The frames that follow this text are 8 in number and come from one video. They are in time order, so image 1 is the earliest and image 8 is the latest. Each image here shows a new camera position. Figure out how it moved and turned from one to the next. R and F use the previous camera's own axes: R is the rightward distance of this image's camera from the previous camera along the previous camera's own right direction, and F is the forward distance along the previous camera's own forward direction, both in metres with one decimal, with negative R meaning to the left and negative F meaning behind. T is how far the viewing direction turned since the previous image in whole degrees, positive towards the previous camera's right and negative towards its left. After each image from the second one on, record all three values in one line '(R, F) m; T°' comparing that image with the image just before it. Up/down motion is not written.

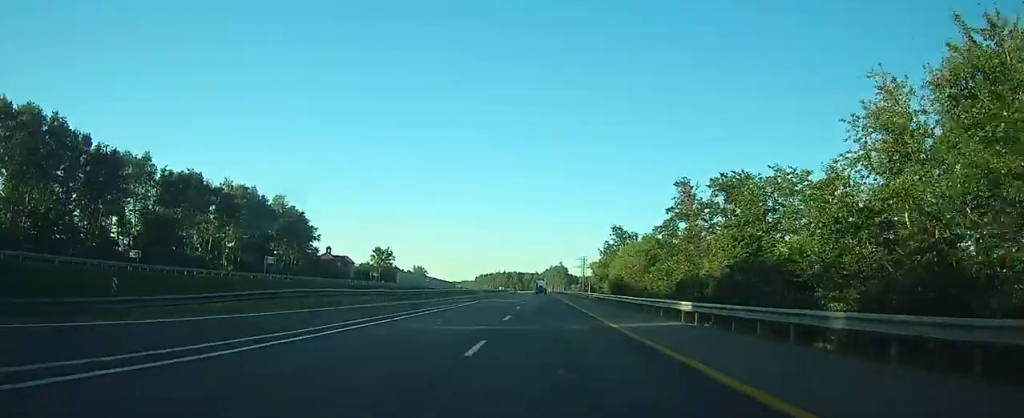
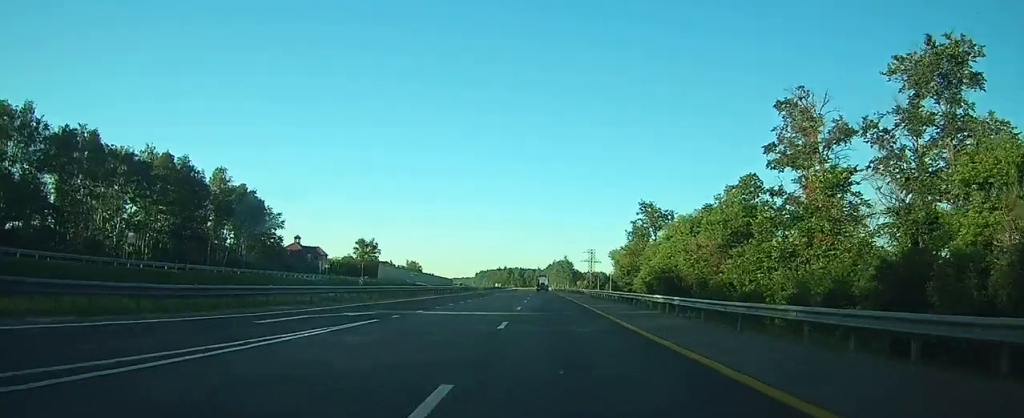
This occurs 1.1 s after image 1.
(-0.2, +30.6) m; -1°
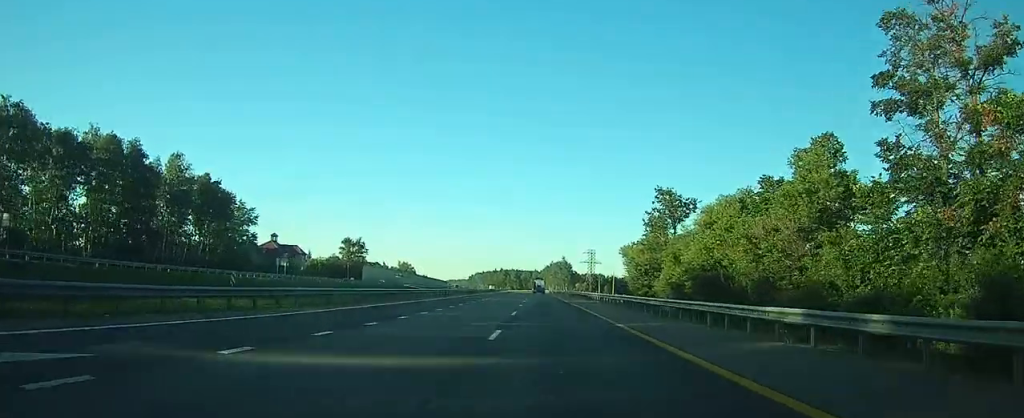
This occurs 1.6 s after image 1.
(0.0, +14.9) m; 0°
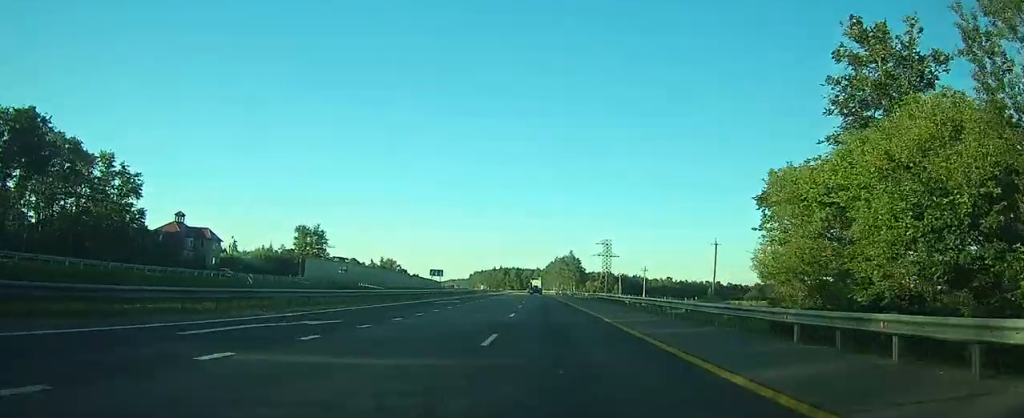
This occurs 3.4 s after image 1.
(+0.1, +49.4) m; 0°
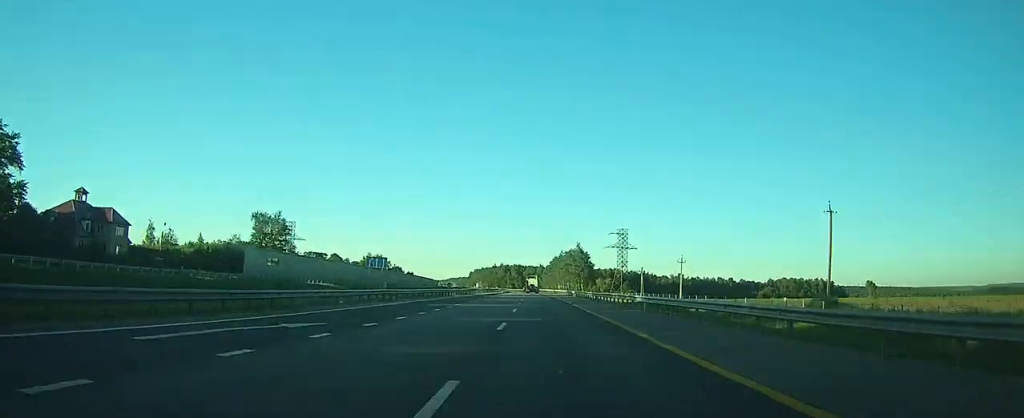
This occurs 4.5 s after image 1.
(0.0, +31.8) m; -1°
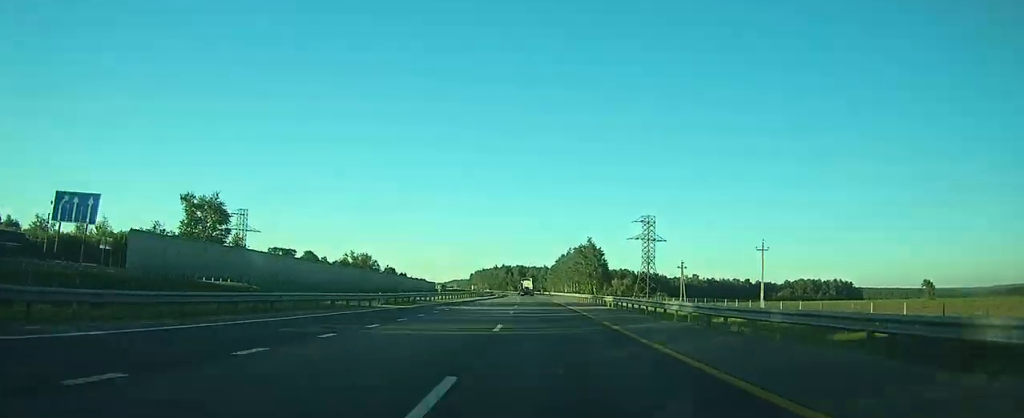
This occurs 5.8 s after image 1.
(-0.3, +35.5) m; -1°
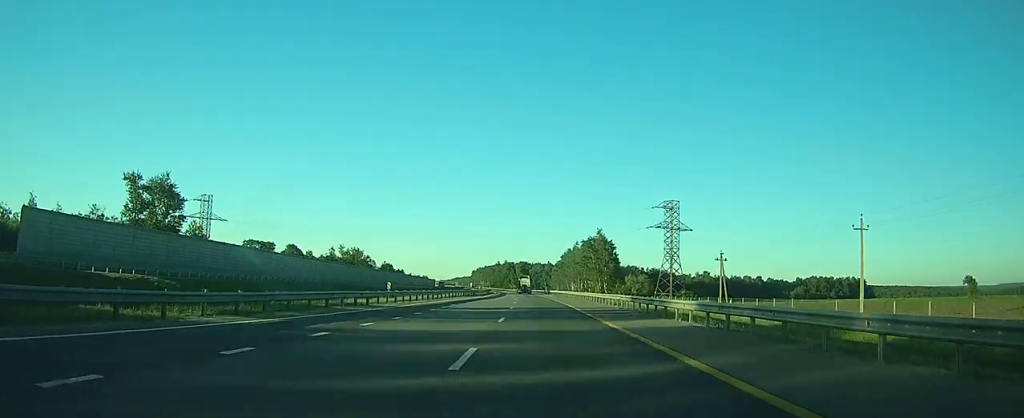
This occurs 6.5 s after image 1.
(0.0, +20.5) m; 0°
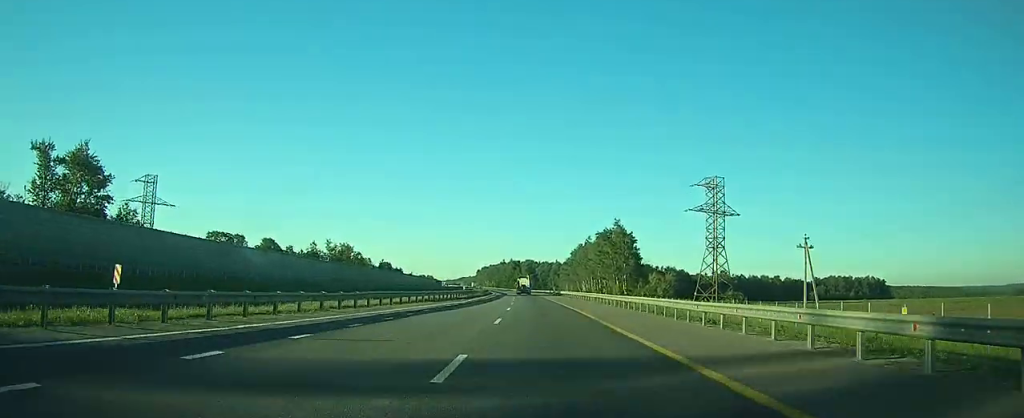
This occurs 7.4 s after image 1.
(0.0, +25.1) m; 0°
